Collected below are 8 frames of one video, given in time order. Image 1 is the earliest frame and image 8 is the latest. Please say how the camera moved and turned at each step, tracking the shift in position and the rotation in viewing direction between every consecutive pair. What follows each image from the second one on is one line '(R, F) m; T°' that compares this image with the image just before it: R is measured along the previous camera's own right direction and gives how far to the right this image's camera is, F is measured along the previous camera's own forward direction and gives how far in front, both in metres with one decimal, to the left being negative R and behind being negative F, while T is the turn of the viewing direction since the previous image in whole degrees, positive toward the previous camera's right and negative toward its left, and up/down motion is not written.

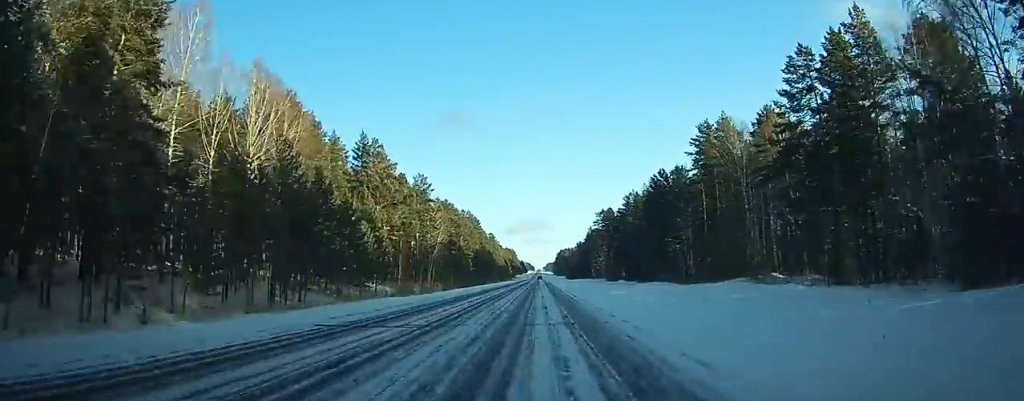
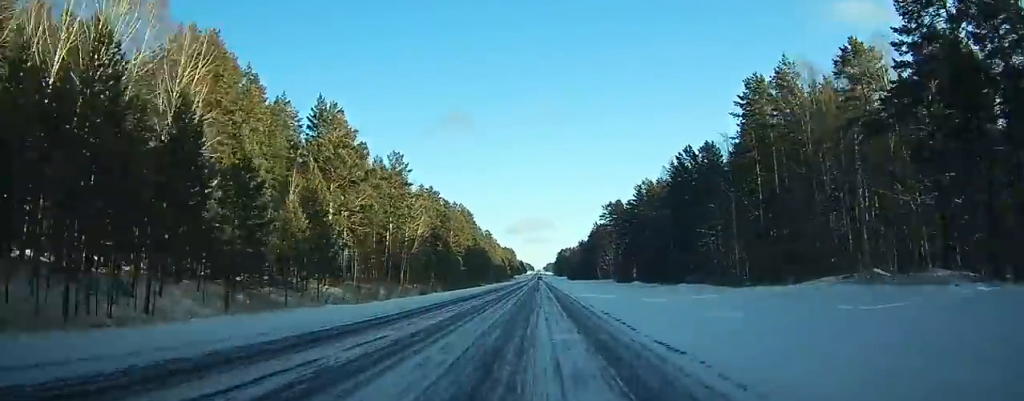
(0.0, +24.3) m; 0°
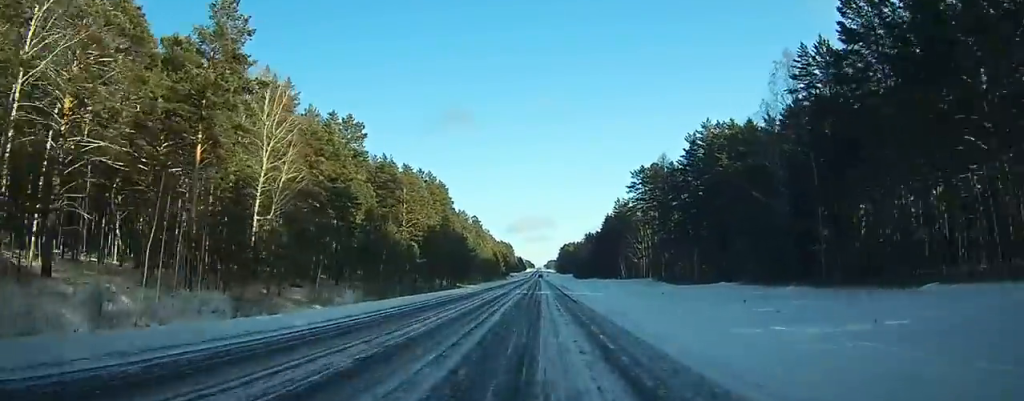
(+0.2, +64.6) m; 0°
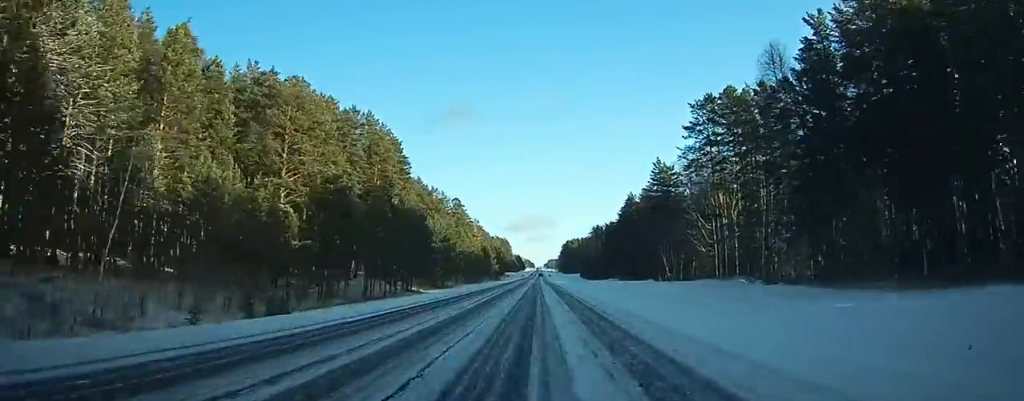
(+0.2, +58.0) m; +1°
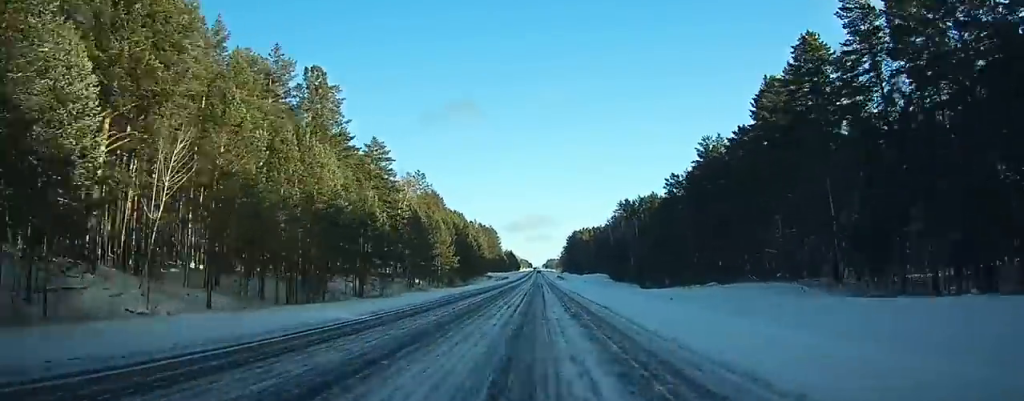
(+0.4, +127.7) m; 0°
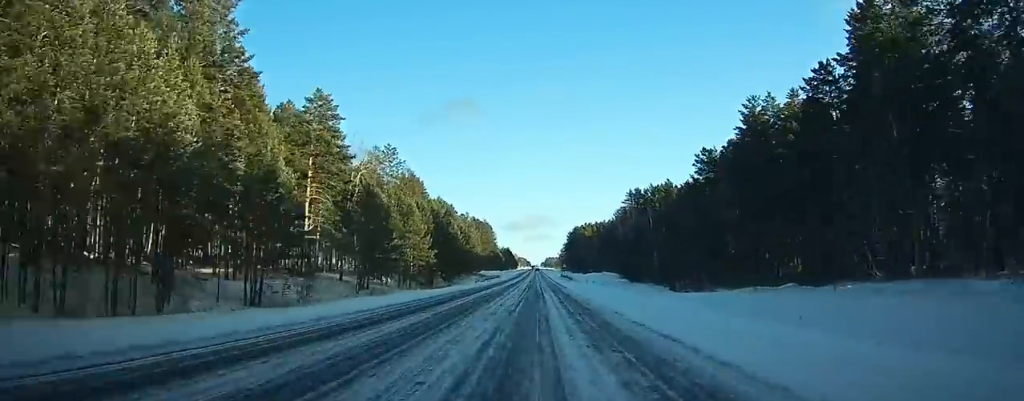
(0.0, +28.6) m; 0°
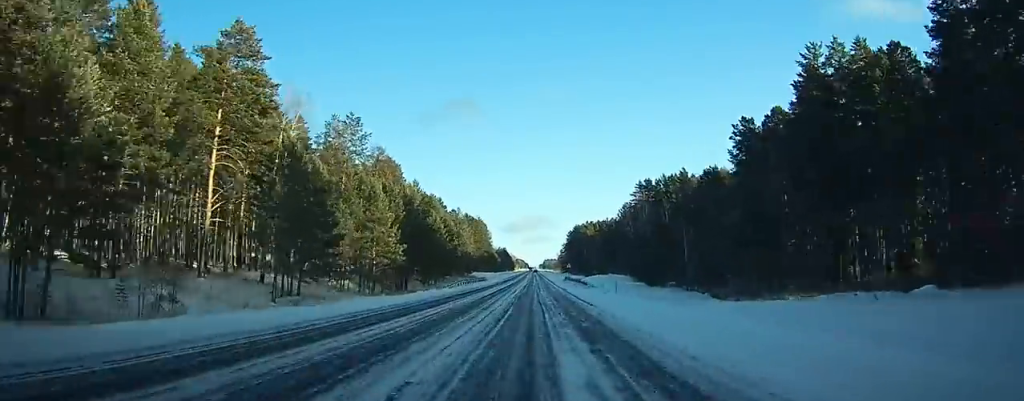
(+0.1, +23.8) m; 0°
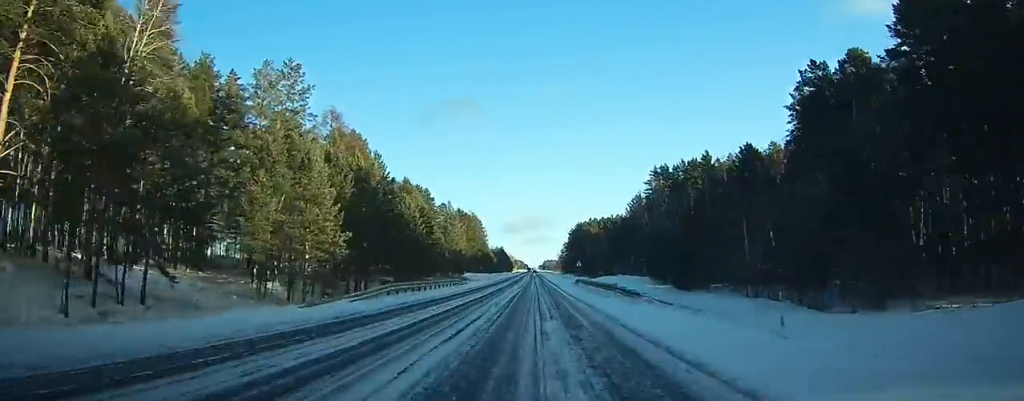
(0.0, +25.4) m; 0°
